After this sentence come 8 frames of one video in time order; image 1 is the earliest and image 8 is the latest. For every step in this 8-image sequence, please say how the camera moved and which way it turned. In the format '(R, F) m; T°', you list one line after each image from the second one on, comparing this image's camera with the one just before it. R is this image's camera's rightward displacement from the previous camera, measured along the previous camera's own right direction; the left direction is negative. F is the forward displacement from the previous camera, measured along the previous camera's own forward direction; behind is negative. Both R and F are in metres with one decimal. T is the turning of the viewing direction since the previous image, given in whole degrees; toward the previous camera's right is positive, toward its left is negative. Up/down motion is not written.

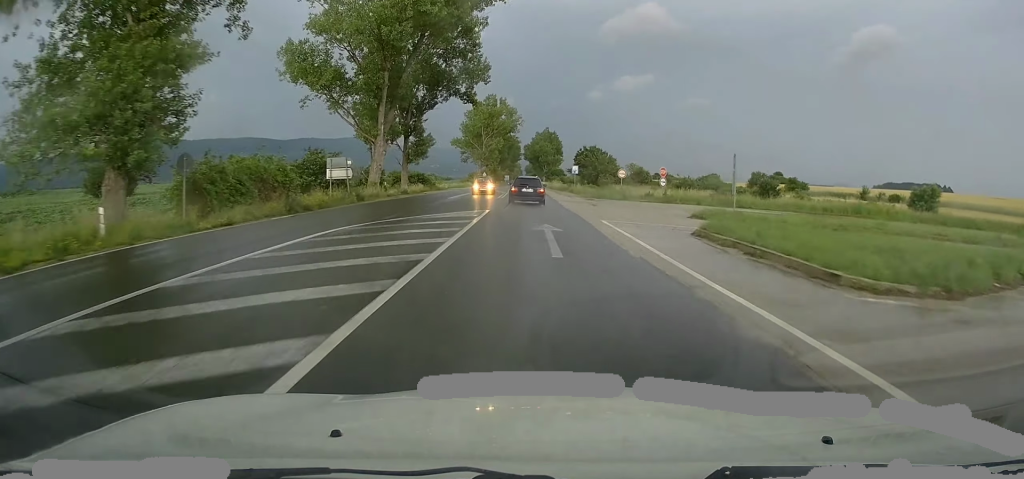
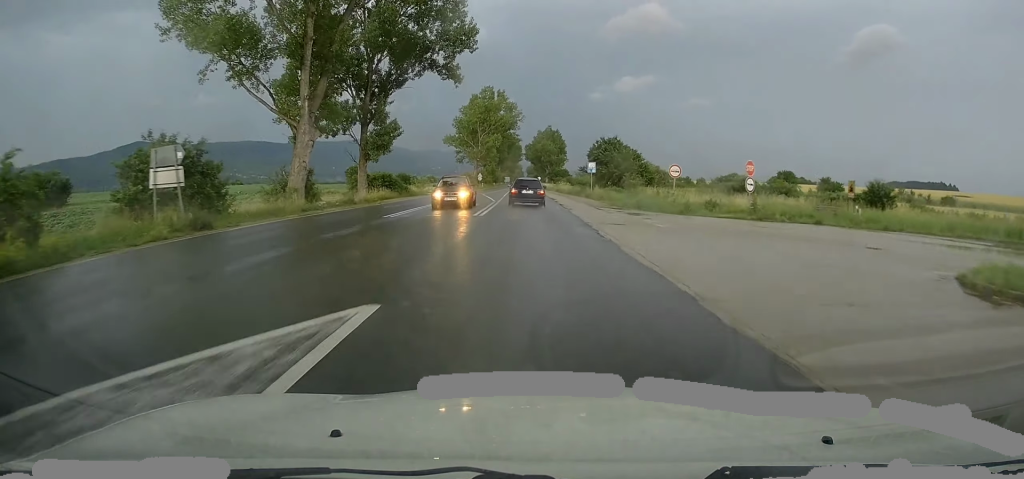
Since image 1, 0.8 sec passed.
(+0.2, +18.4) m; 0°
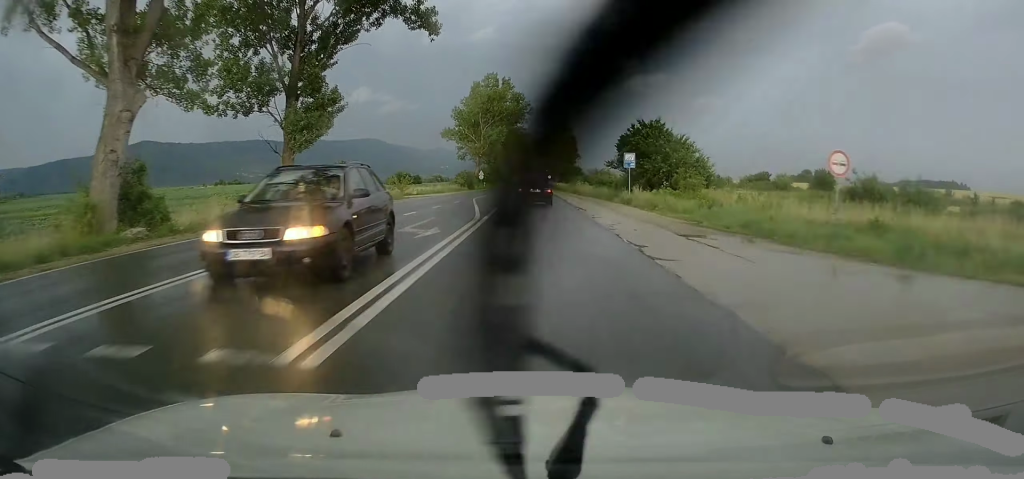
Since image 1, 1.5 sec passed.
(+0.2, +17.7) m; 0°
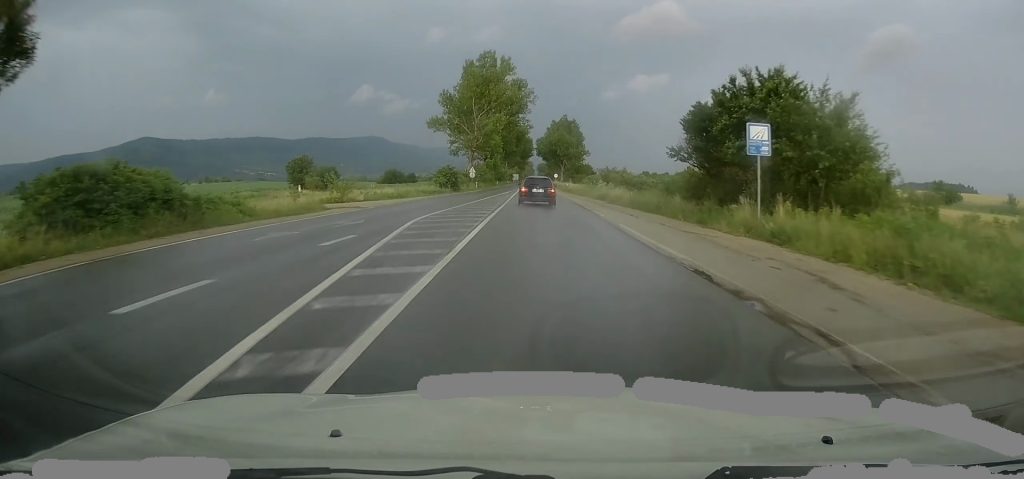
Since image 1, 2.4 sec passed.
(-0.3, +22.6) m; -1°
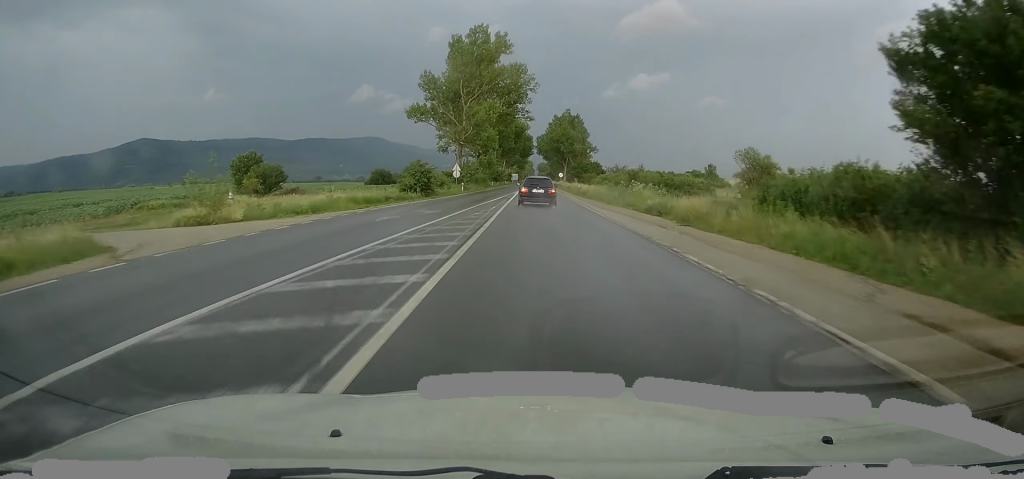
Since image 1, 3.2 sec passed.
(+0.1, +19.6) m; -1°
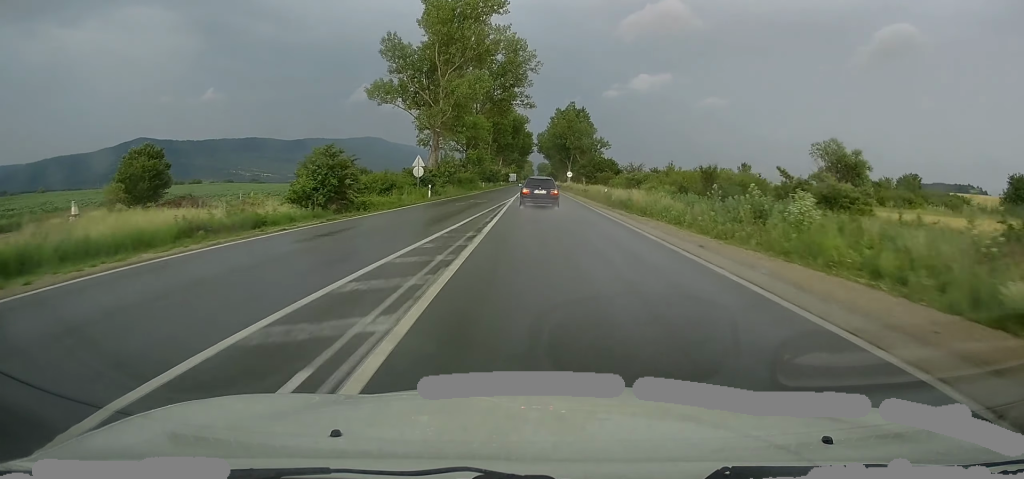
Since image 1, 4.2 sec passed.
(-0.4, +23.8) m; 0°
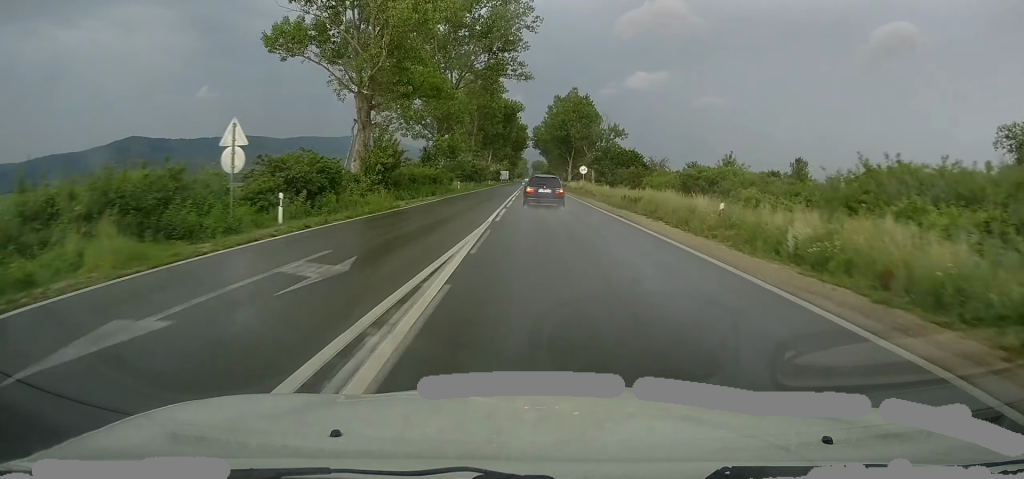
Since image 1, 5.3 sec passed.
(+0.4, +28.0) m; +1°
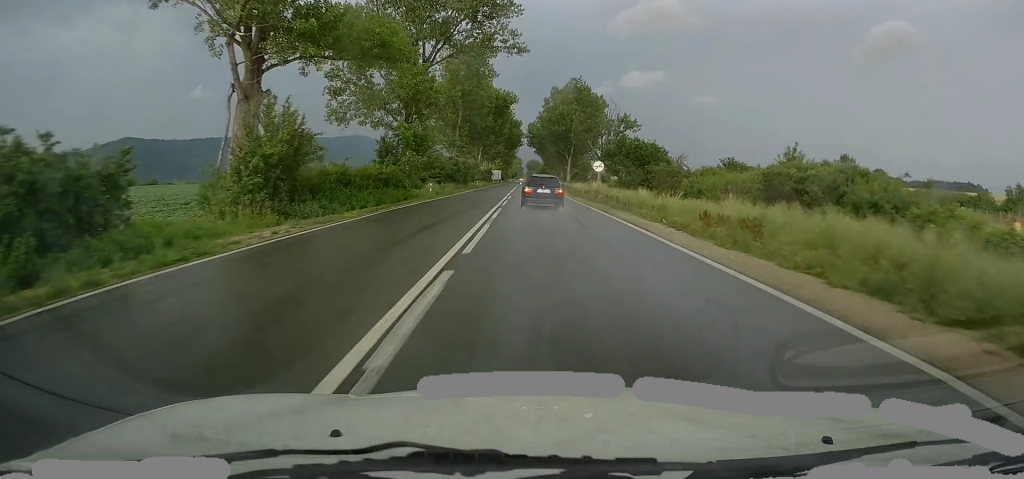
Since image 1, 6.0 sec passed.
(0.0, +16.6) m; +1°
